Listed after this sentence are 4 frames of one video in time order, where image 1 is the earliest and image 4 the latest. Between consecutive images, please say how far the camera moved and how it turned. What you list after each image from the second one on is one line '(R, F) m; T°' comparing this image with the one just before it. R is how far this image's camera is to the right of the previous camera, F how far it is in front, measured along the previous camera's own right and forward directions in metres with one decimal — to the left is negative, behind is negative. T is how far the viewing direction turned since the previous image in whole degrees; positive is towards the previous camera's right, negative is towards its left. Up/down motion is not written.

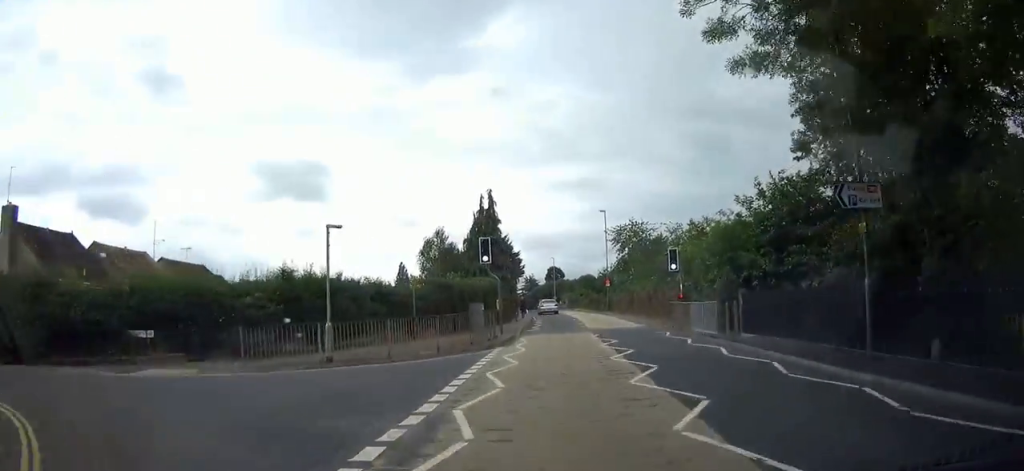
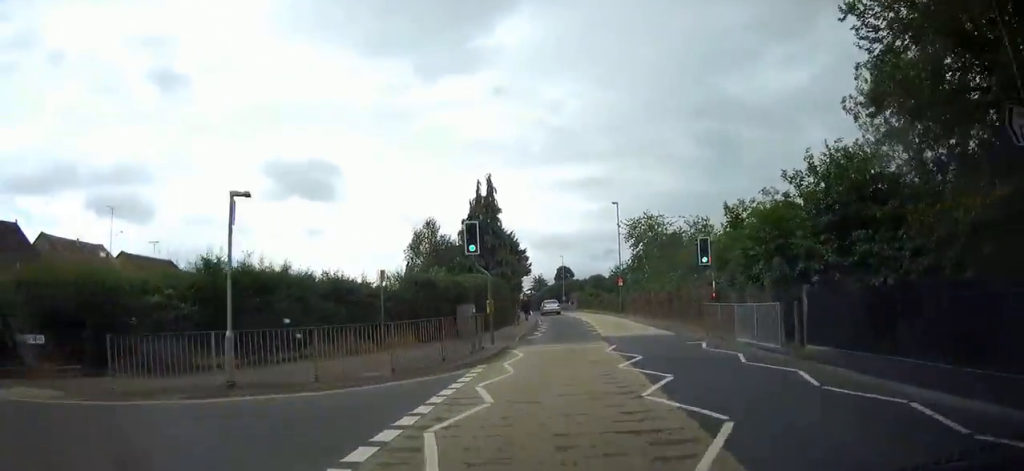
(-0.2, +5.6) m; -2°
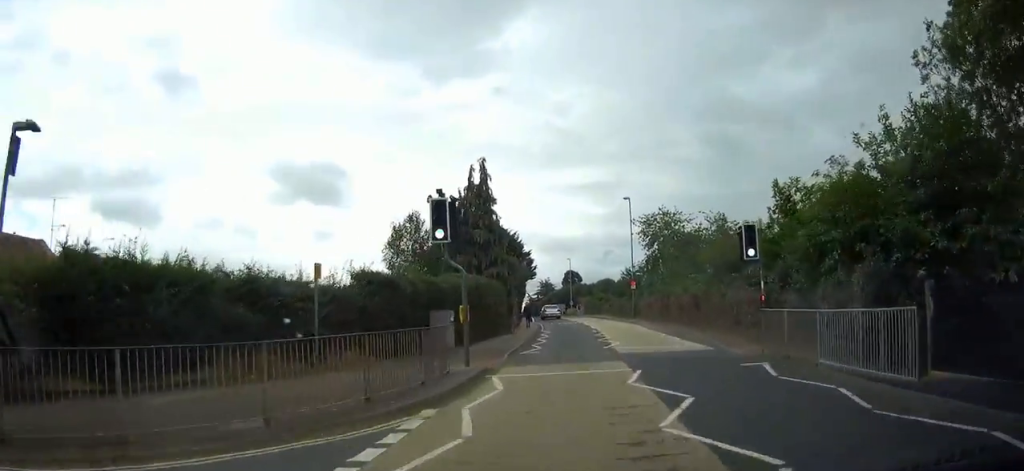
(-0.1, +6.0) m; -1°
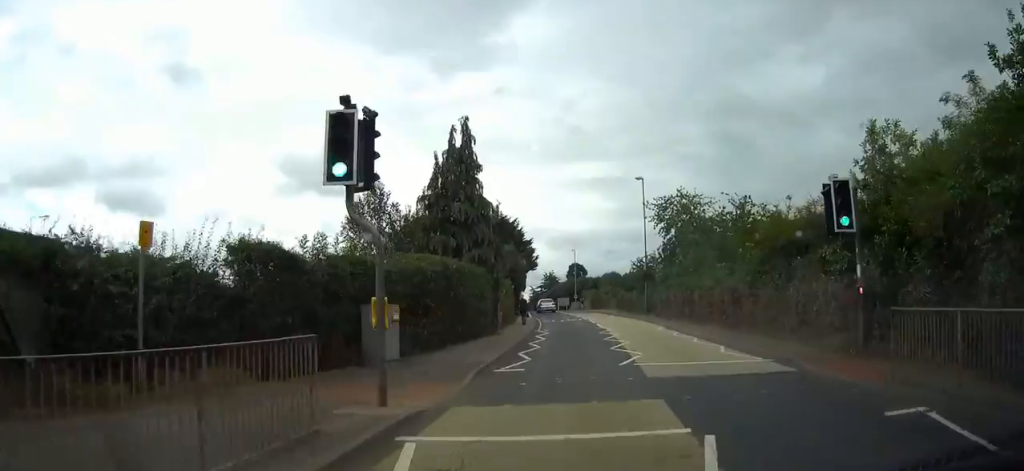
(0.0, +6.8) m; 0°
